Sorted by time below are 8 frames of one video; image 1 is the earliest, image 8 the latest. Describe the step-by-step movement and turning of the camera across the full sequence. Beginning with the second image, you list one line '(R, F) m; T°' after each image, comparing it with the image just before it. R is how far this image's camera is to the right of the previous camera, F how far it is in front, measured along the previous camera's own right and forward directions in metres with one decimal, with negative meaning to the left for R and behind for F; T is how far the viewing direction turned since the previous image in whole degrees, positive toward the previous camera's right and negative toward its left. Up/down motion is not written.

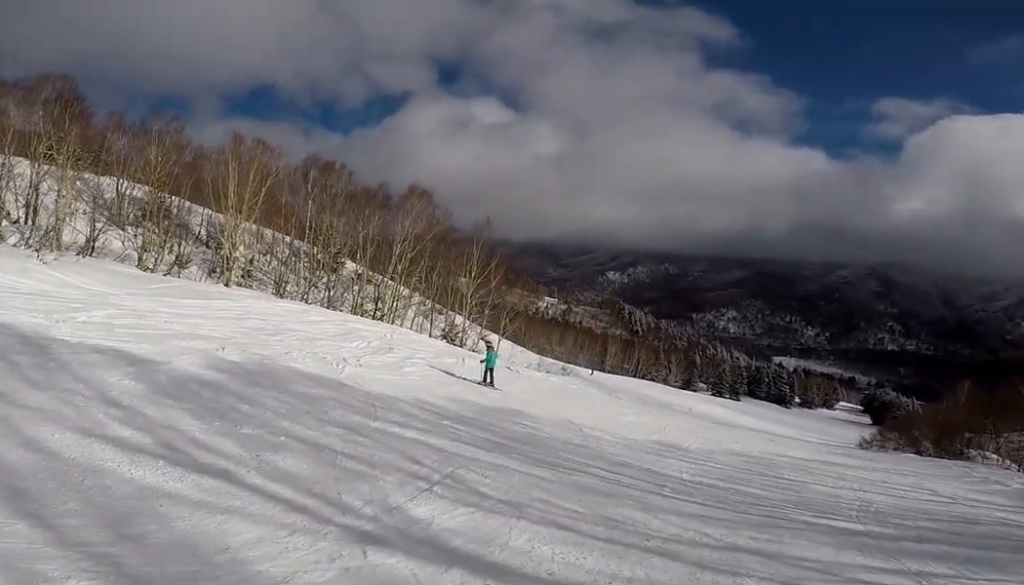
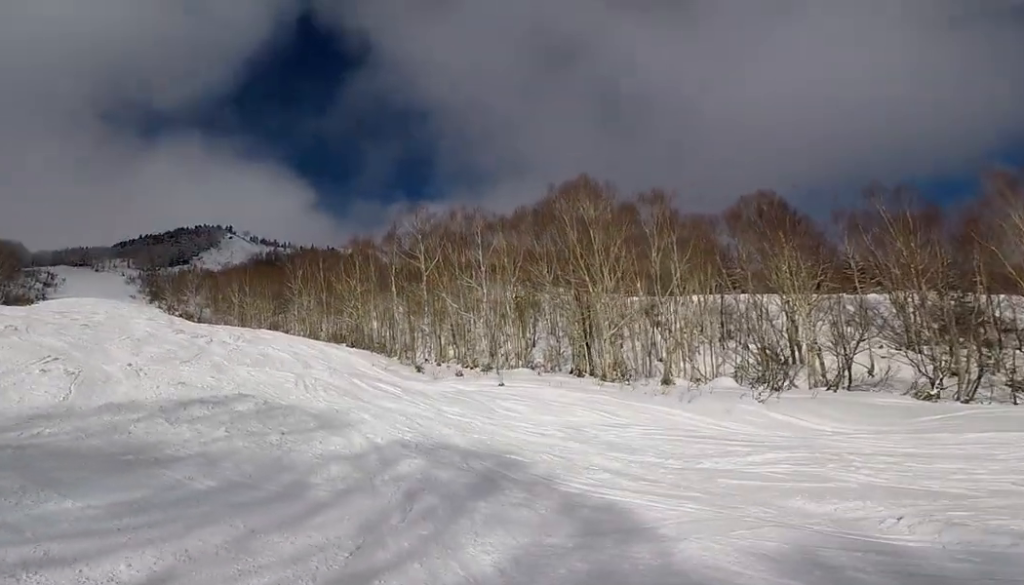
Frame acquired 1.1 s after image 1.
(+0.5, +4.8) m; -14°
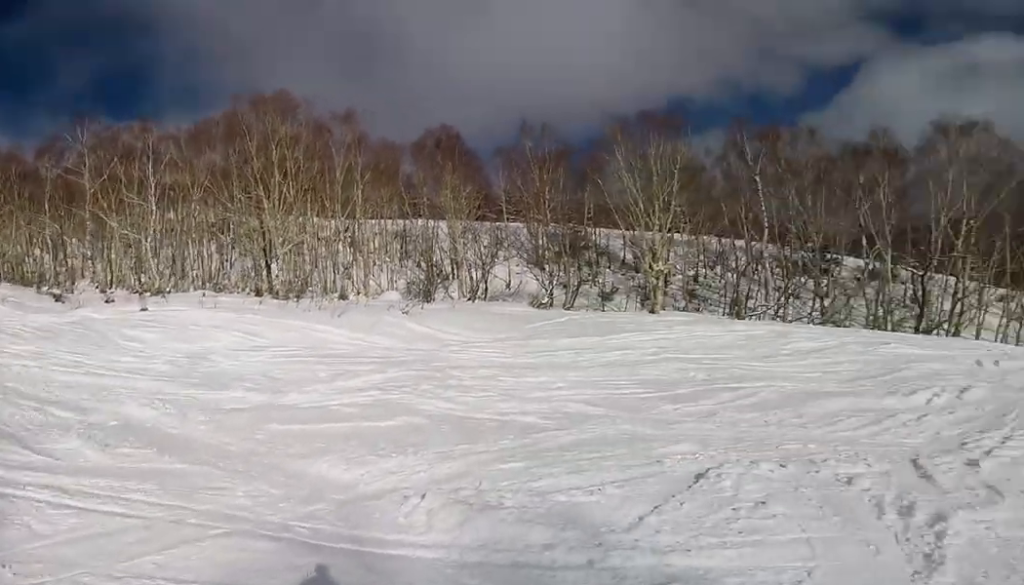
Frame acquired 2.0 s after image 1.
(-1.4, +2.3) m; -24°
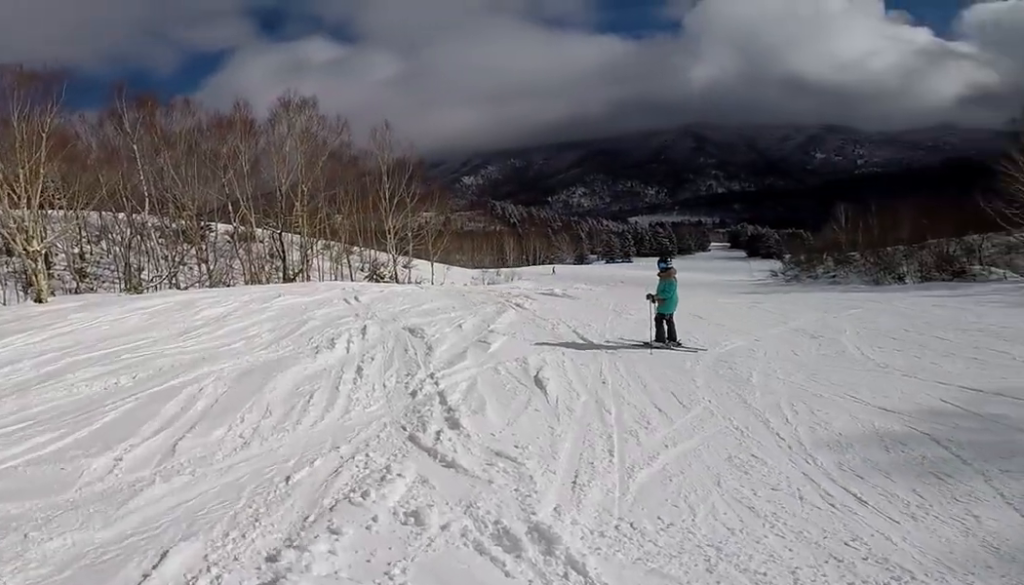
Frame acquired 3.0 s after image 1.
(-0.1, +3.6) m; +20°
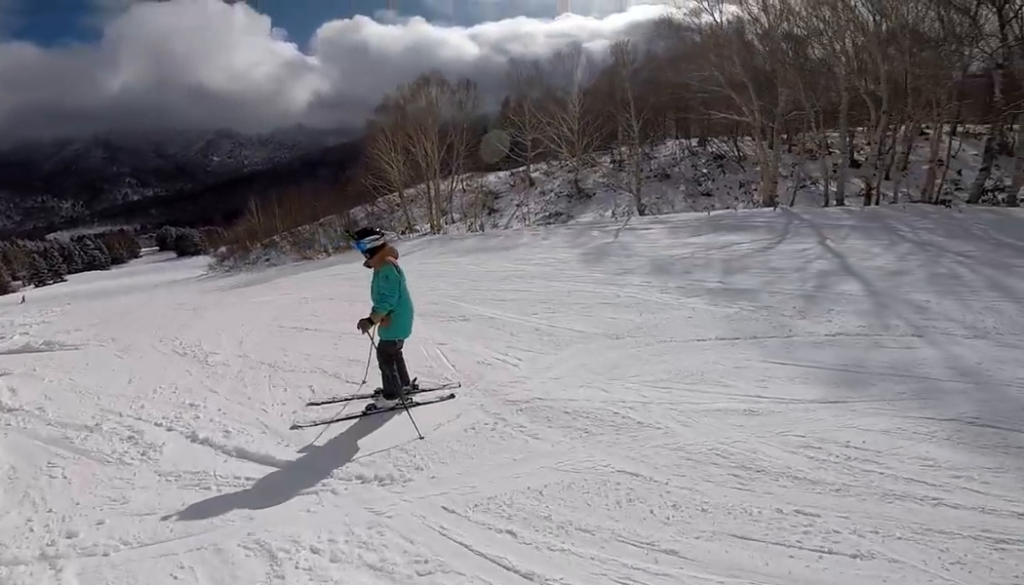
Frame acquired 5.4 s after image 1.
(+5.4, +3.8) m; +73°
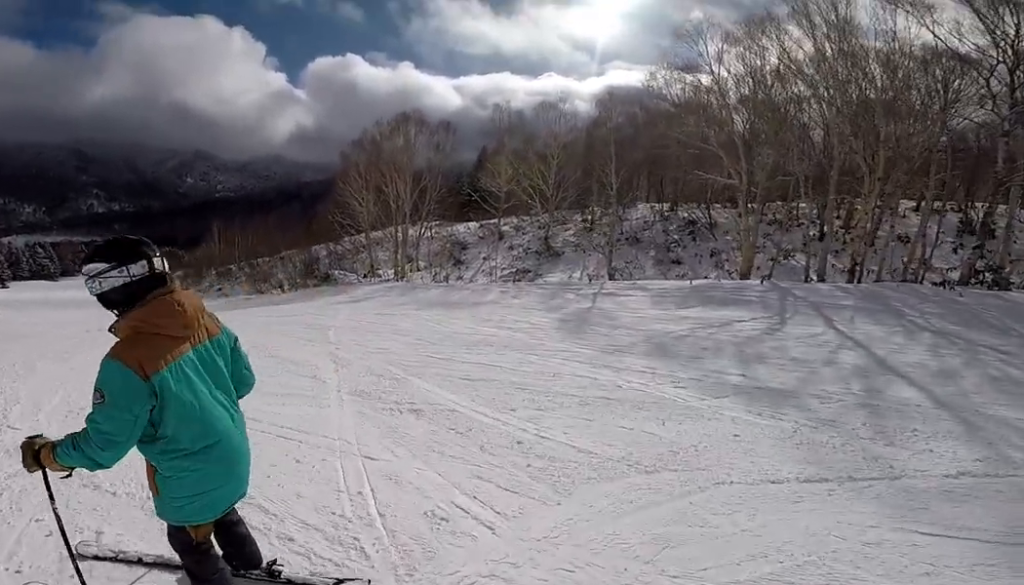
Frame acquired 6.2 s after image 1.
(-0.7, +1.9) m; +12°
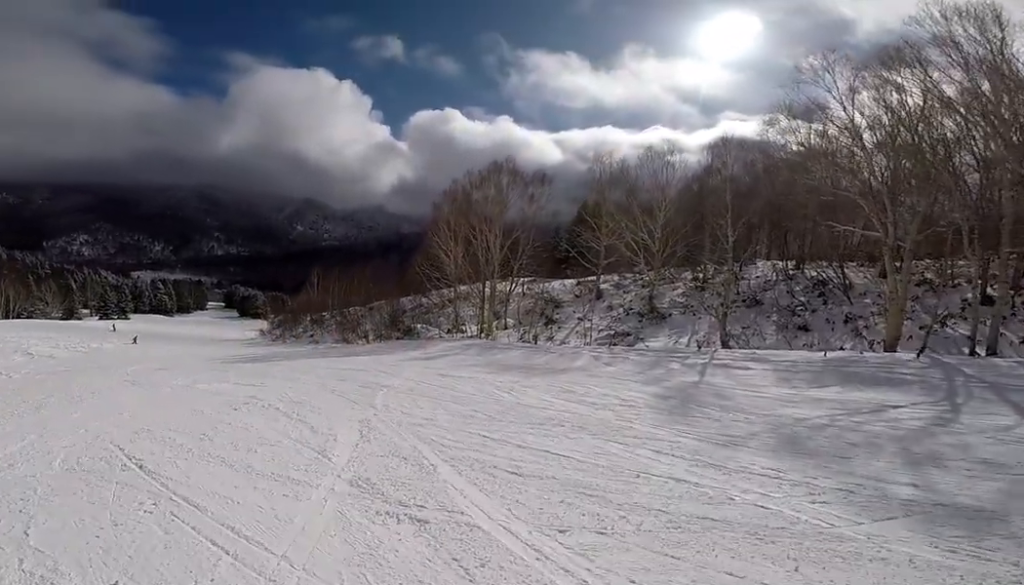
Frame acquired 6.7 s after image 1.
(+0.7, +1.4) m; +6°
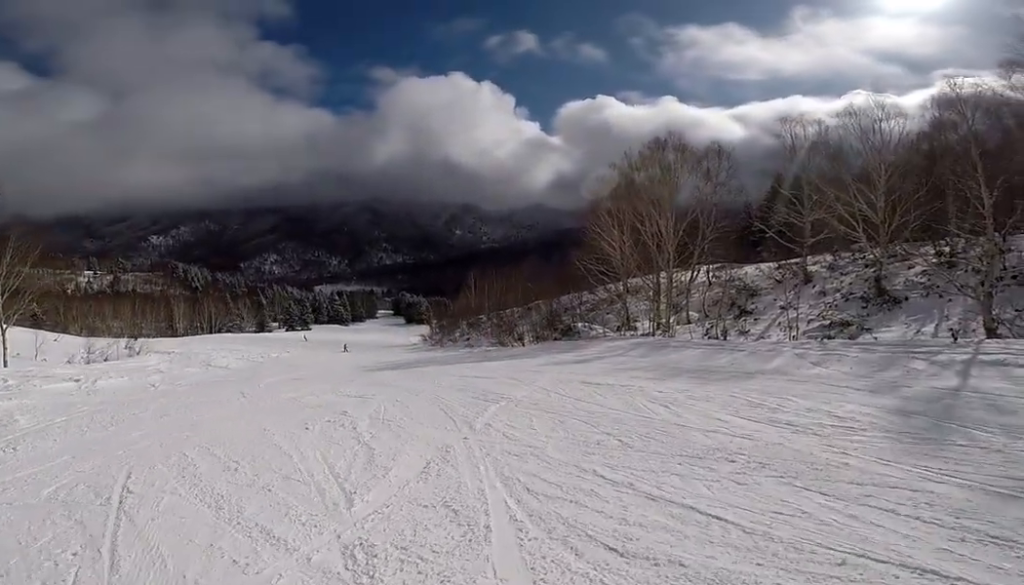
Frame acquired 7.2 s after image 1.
(+0.5, +1.7) m; +5°
